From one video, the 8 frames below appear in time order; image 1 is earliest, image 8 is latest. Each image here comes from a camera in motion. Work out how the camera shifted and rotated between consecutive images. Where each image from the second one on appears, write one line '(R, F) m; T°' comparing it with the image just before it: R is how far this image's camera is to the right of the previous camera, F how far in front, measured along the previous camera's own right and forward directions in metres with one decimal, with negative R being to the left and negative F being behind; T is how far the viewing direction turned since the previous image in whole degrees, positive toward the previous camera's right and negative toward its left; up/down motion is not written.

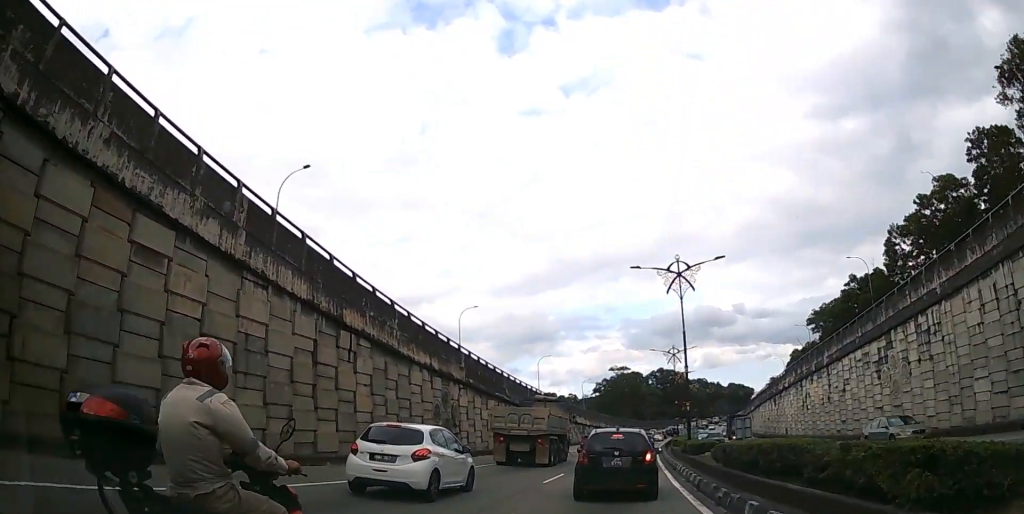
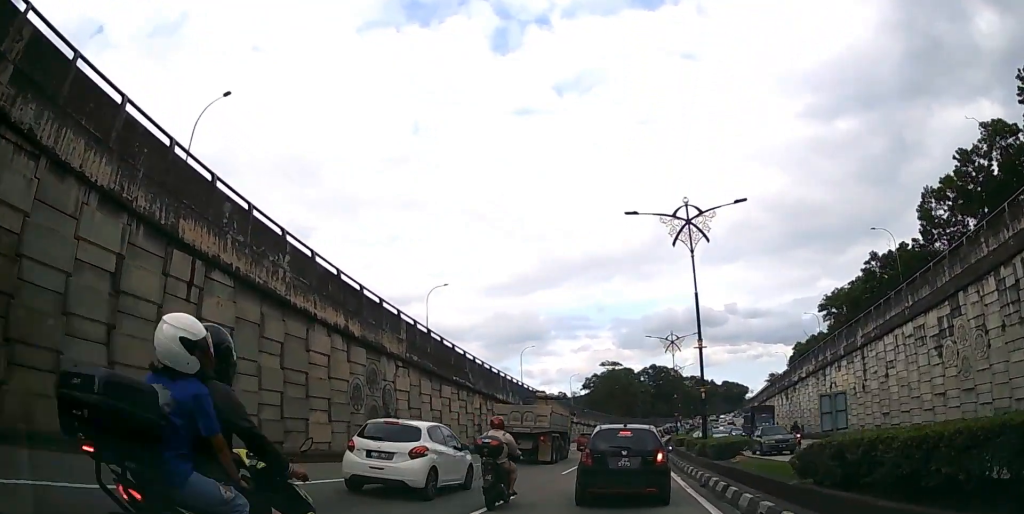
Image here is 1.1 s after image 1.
(+0.2, +9.3) m; +2°
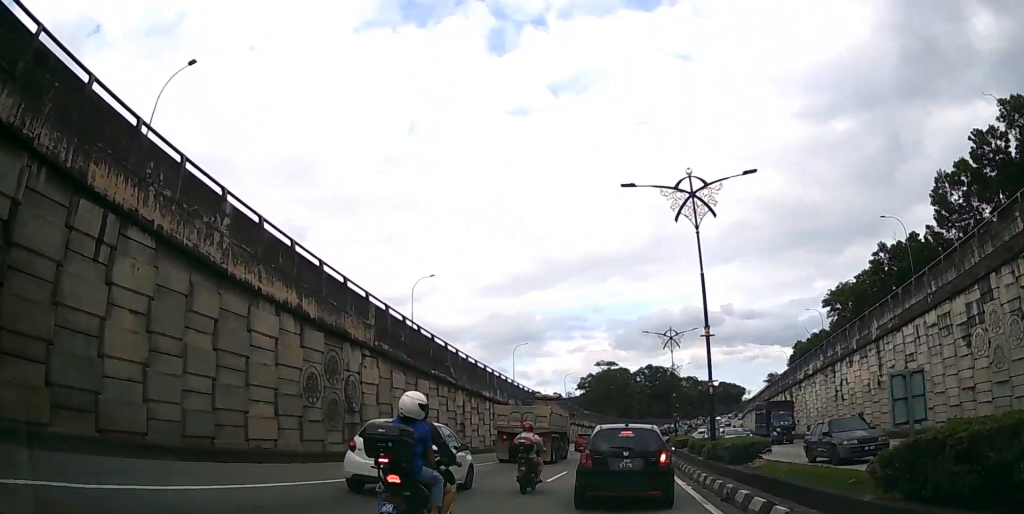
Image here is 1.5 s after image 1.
(0.0, +3.4) m; +1°
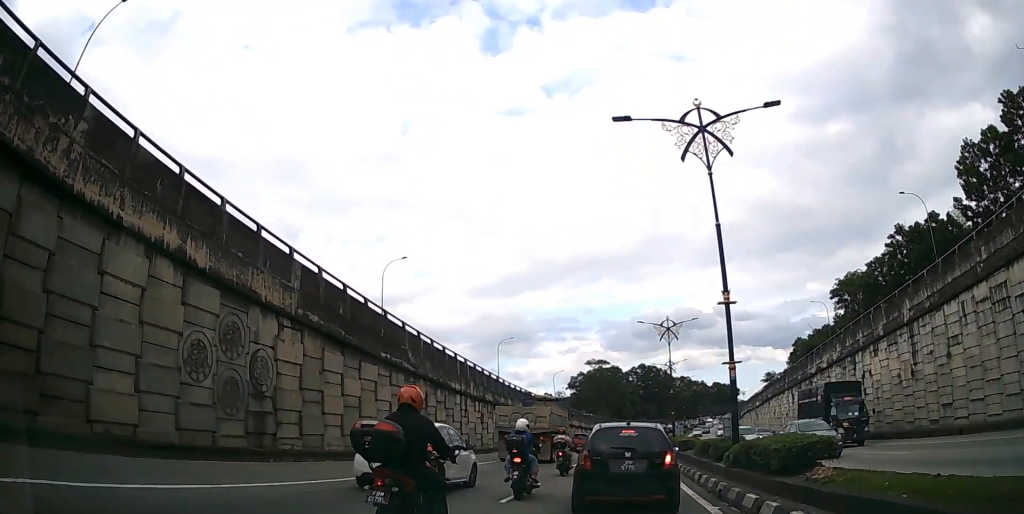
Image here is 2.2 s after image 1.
(0.0, +5.5) m; 0°
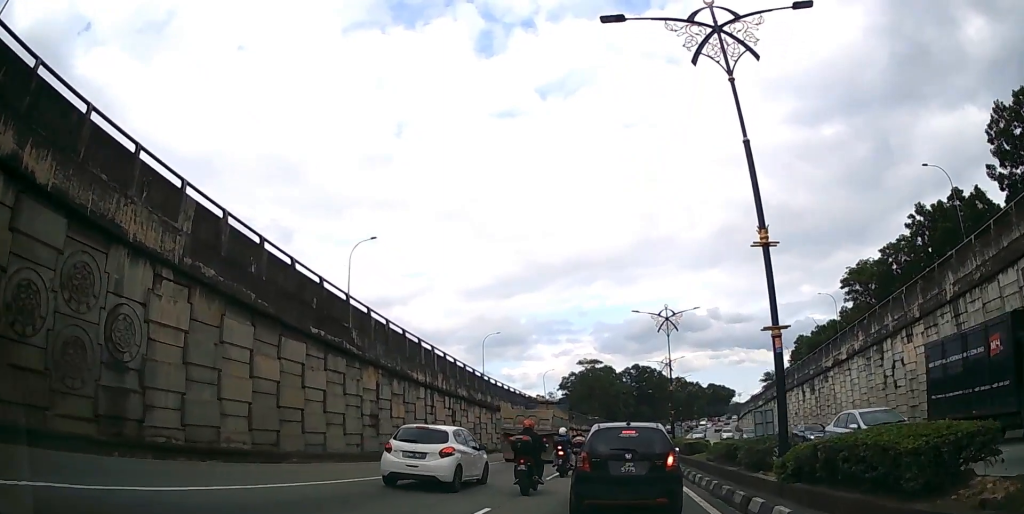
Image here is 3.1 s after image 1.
(0.0, +5.9) m; +1°
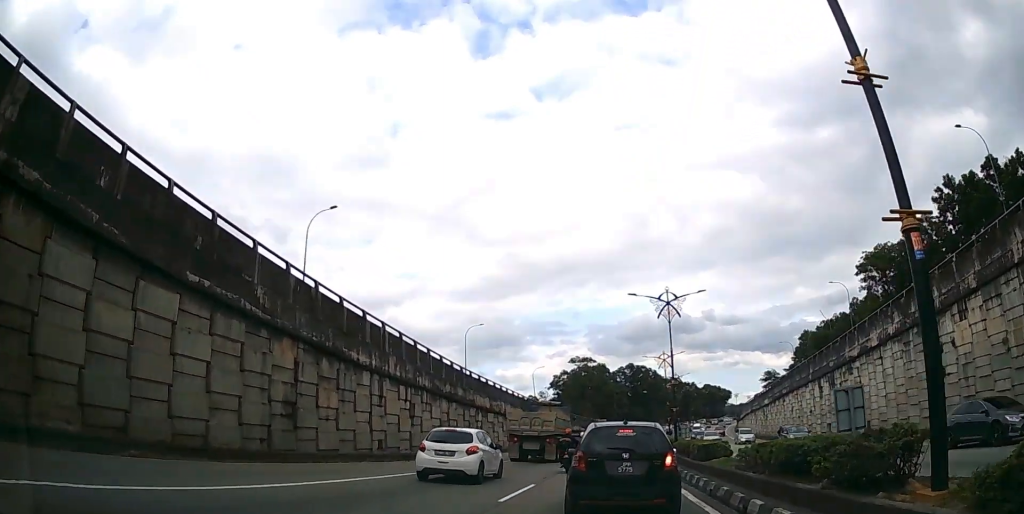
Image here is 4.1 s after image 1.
(+0.1, +6.4) m; +1°
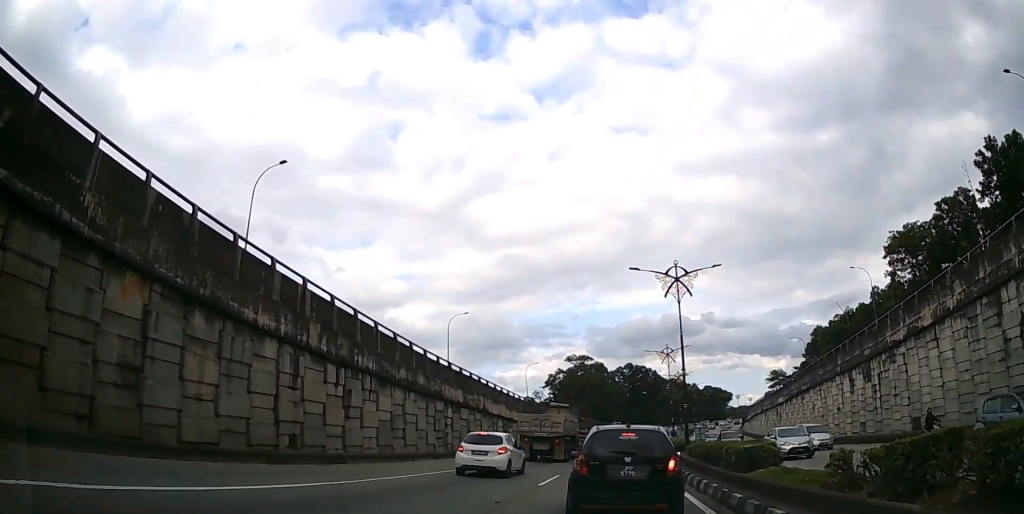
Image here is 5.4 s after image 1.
(0.0, +7.6) m; +1°
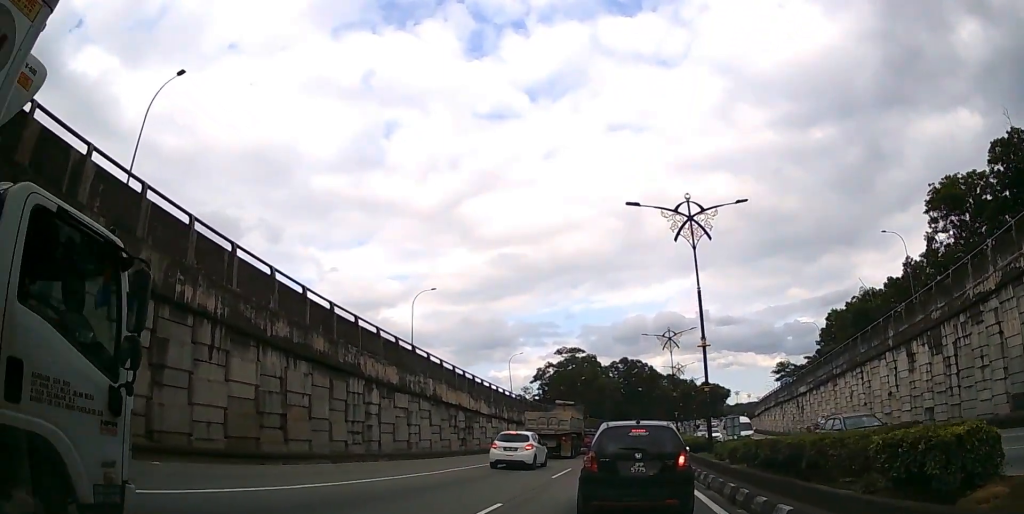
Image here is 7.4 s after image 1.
(+0.2, +10.3) m; +2°
